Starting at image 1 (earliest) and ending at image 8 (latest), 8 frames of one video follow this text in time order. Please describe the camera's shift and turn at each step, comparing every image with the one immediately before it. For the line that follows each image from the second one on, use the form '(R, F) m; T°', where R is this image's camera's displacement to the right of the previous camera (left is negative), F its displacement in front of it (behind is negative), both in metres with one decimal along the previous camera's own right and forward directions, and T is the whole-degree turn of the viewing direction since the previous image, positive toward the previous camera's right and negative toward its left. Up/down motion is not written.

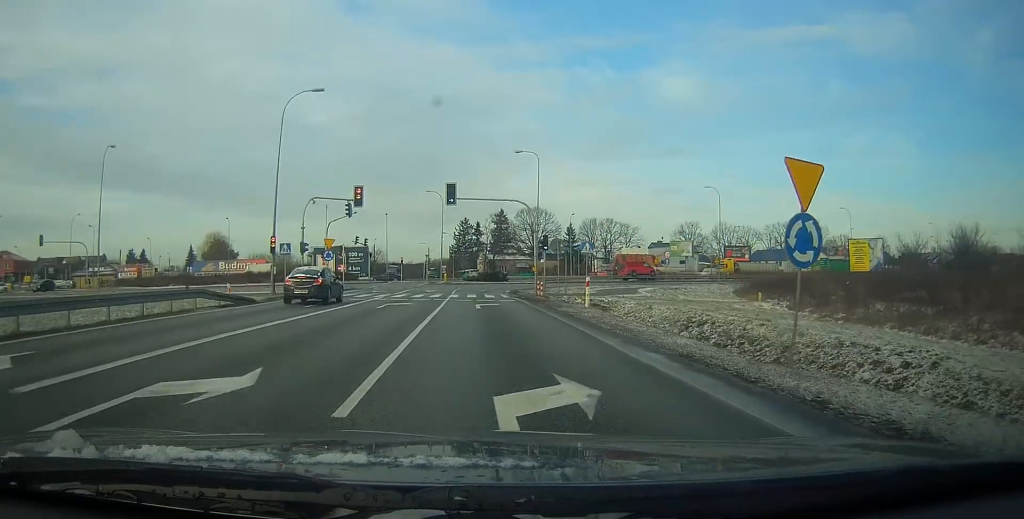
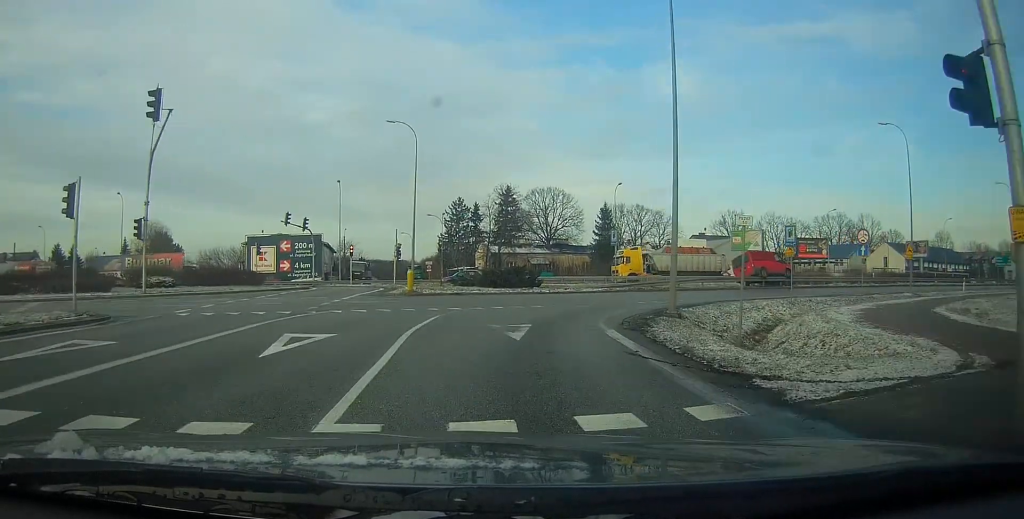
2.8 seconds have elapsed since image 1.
(0.0, +37.1) m; +1°
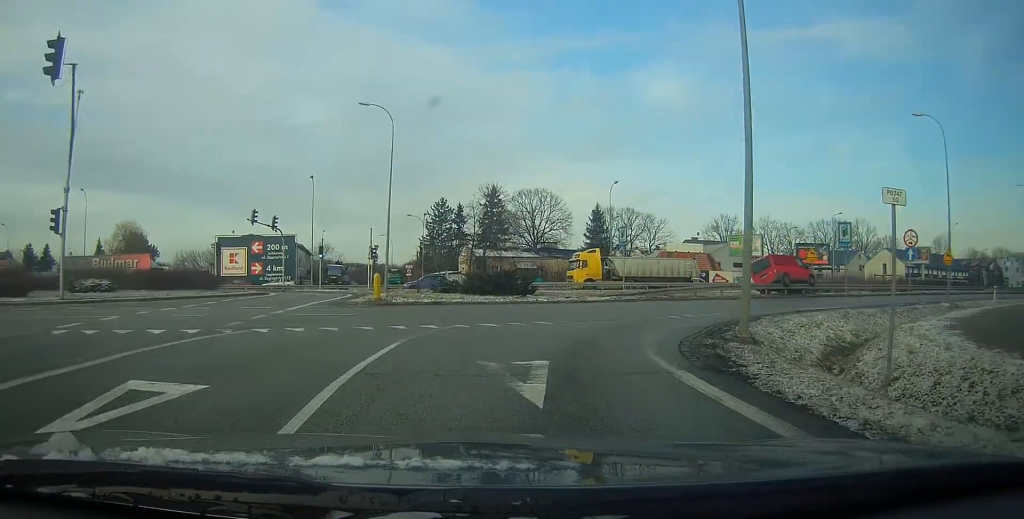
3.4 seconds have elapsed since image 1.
(+0.1, +5.6) m; +3°
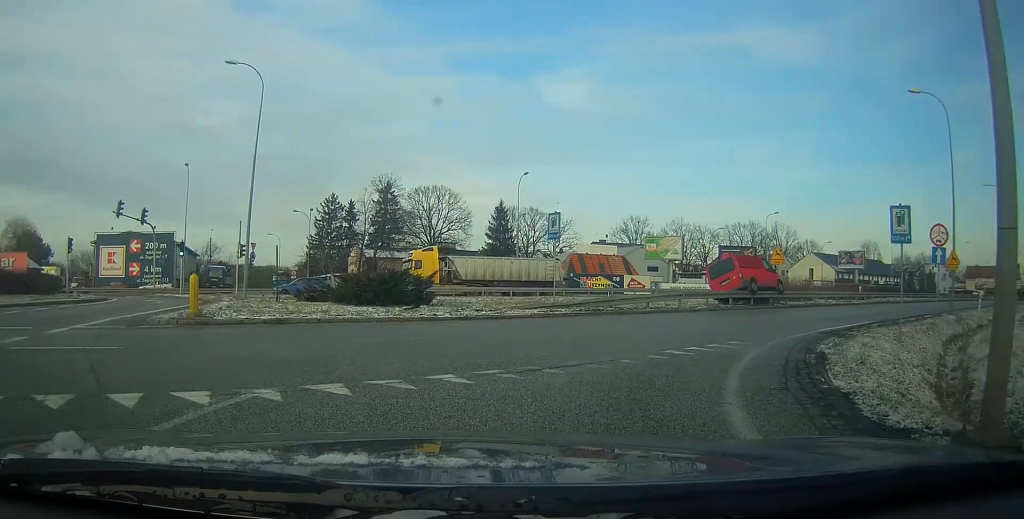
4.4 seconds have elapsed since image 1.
(+0.4, +8.7) m; +9°
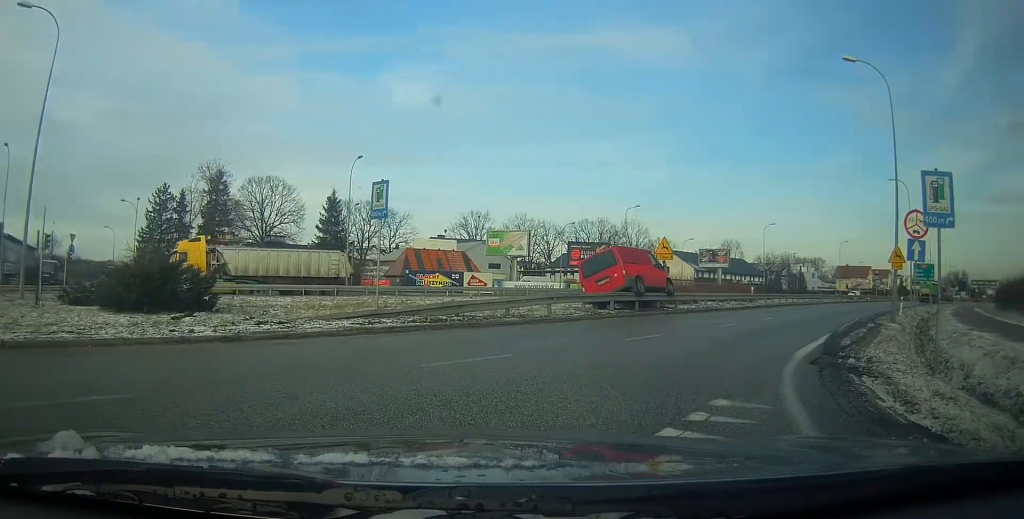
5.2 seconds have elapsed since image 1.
(+0.5, +6.8) m; +13°
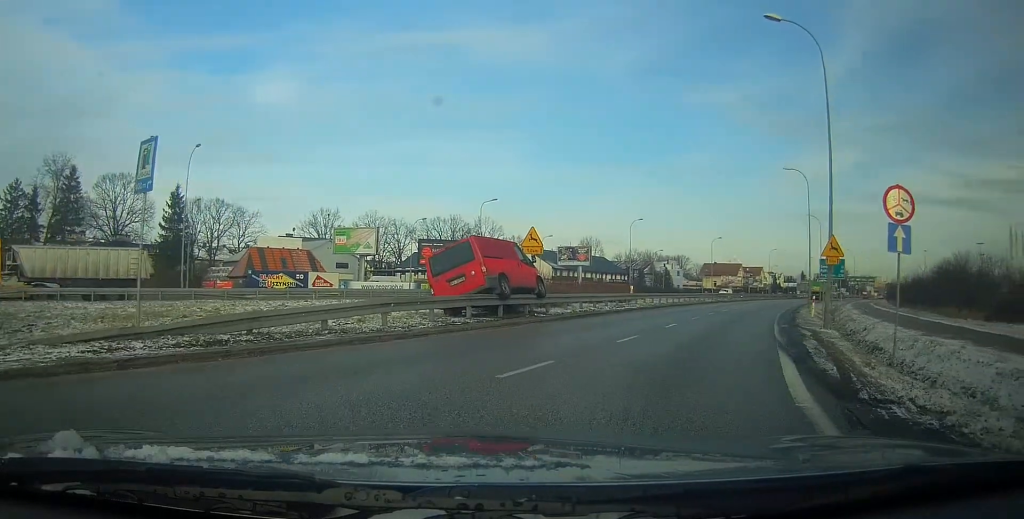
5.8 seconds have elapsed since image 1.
(+0.3, +5.4) m; +13°
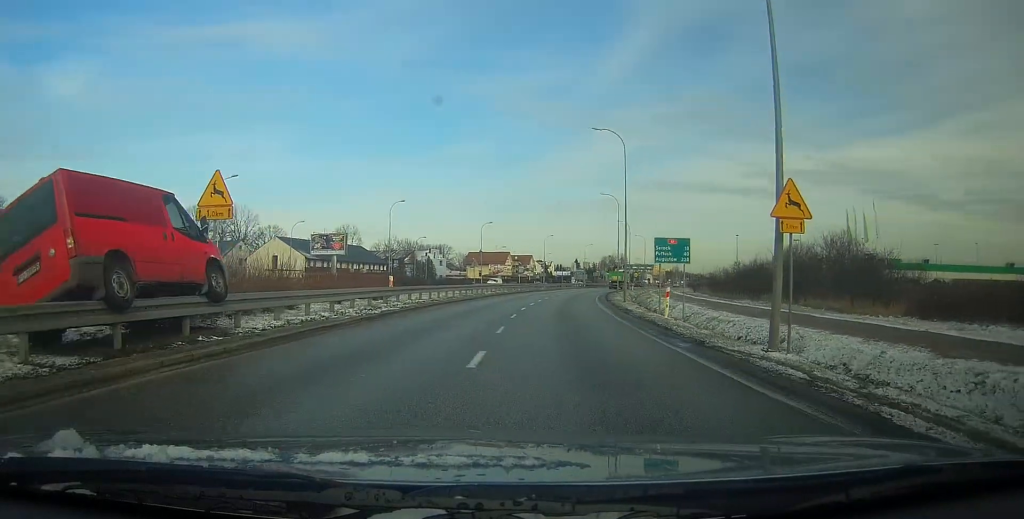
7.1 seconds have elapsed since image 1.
(+2.7, +11.2) m; +20°
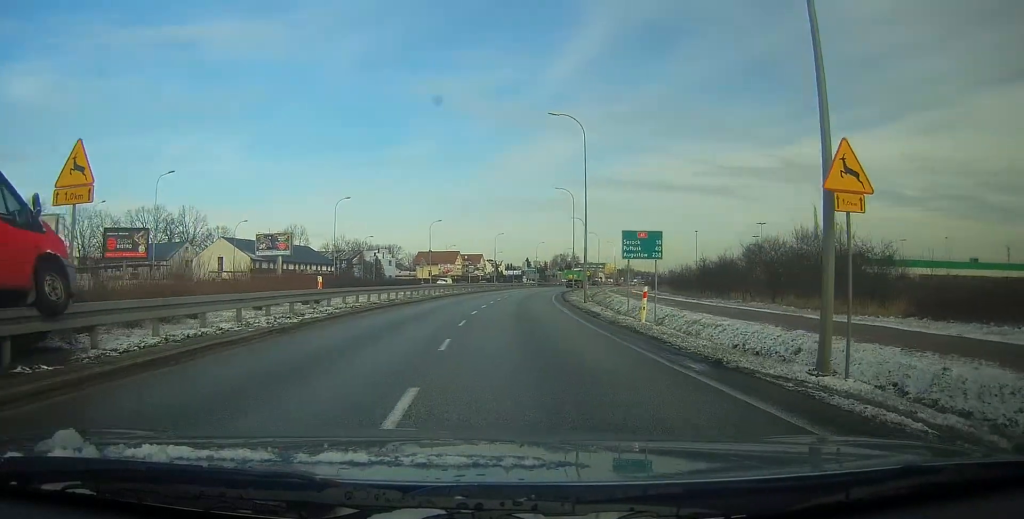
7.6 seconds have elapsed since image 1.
(+0.3, +3.8) m; +3°
